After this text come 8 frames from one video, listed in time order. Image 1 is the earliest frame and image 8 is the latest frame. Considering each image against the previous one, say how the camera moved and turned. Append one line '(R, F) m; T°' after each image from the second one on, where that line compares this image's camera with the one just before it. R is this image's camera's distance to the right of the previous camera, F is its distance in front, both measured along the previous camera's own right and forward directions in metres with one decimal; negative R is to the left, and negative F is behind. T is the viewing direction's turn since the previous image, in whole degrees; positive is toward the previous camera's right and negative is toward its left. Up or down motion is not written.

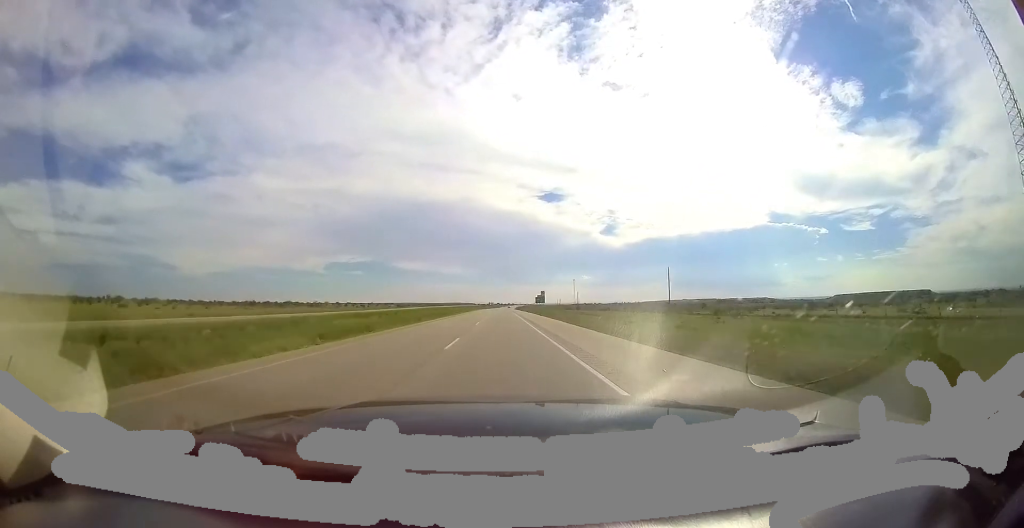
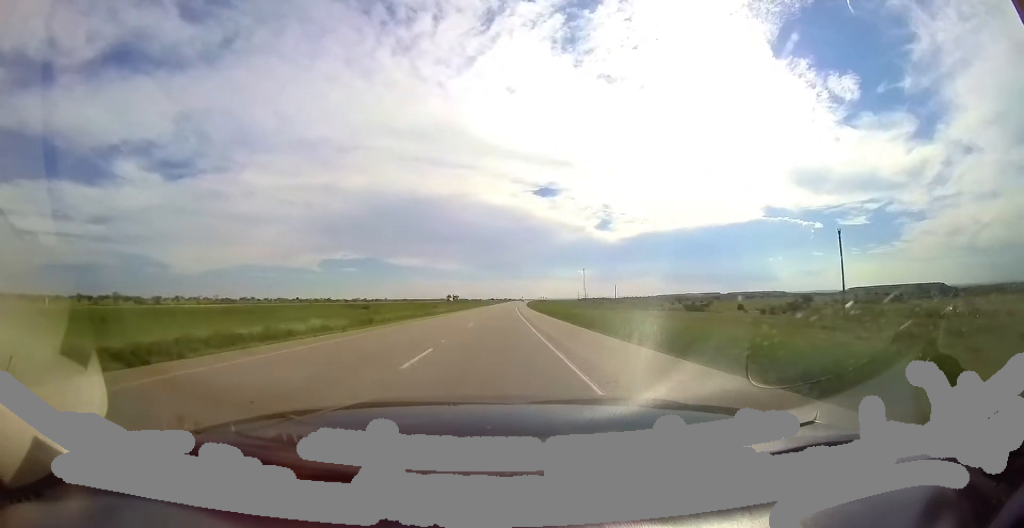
(+1.9, +125.7) m; +2°
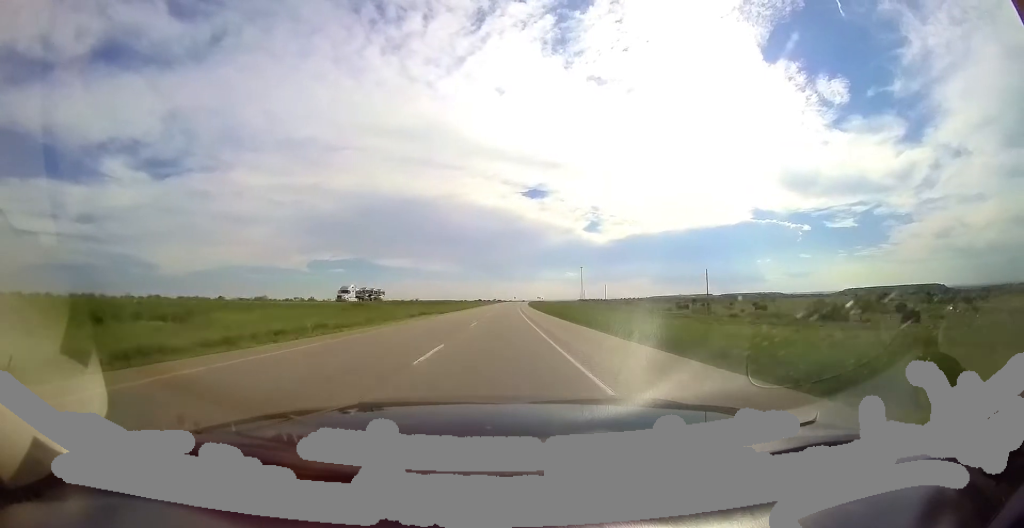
(+0.5, +60.2) m; +1°
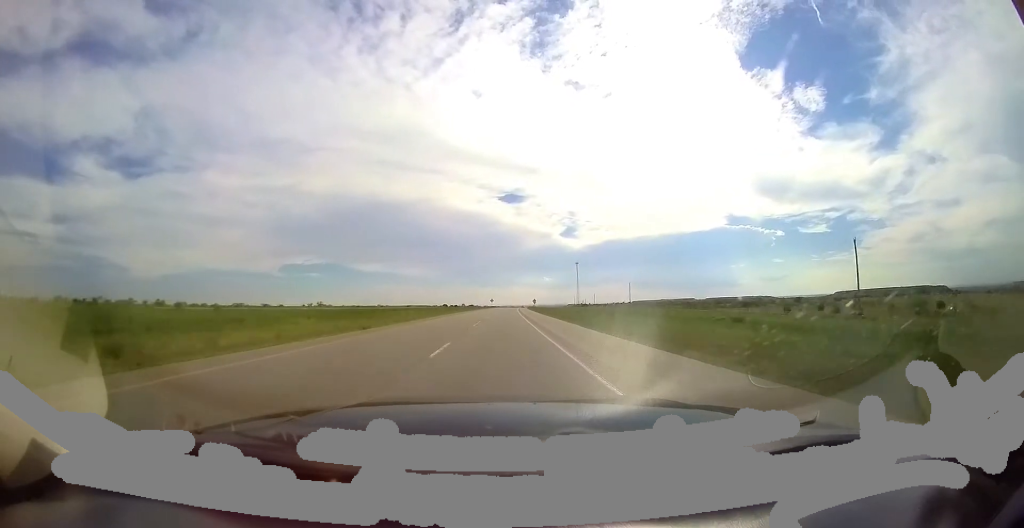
(+4.0, +120.2) m; +4°
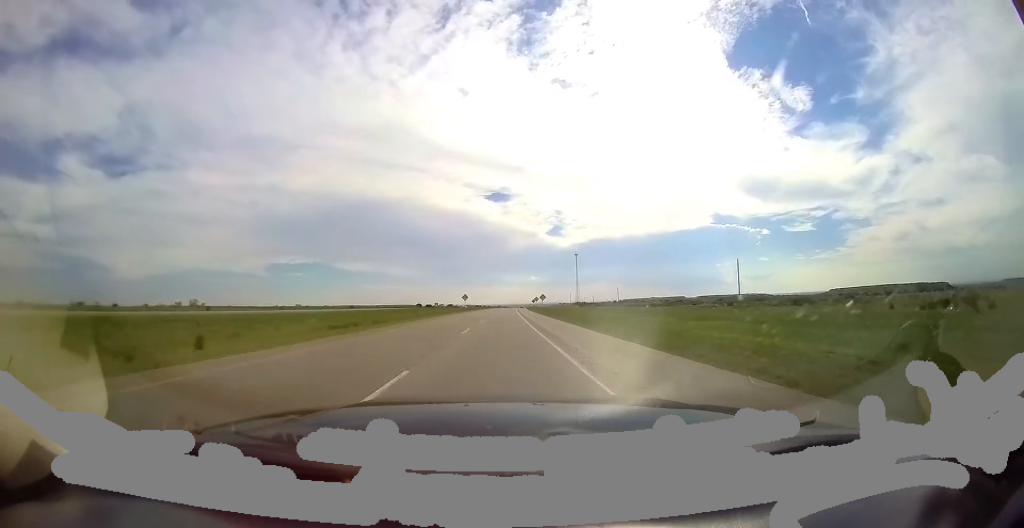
(+1.4, +65.0) m; +3°
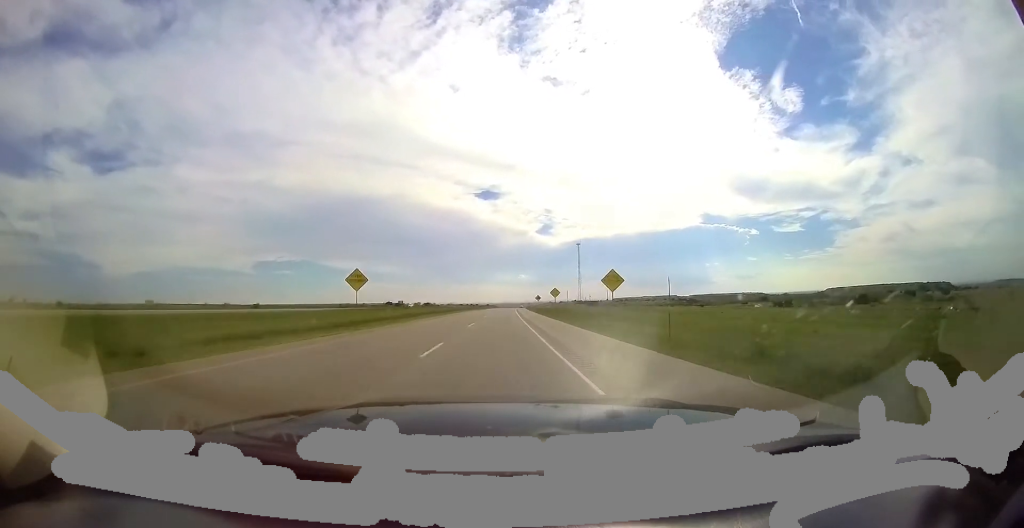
(+1.3, +55.7) m; +2°
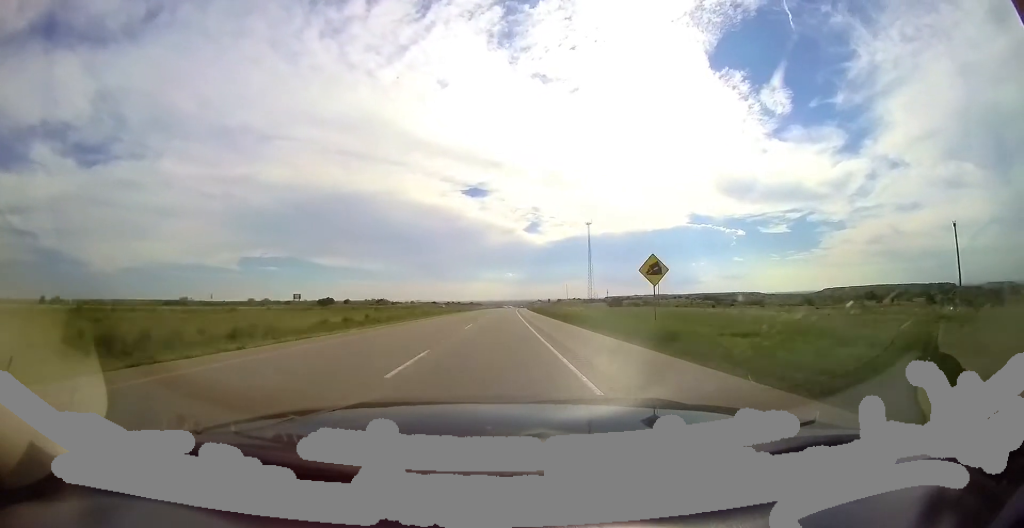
(+1.6, +75.6) m; +2°
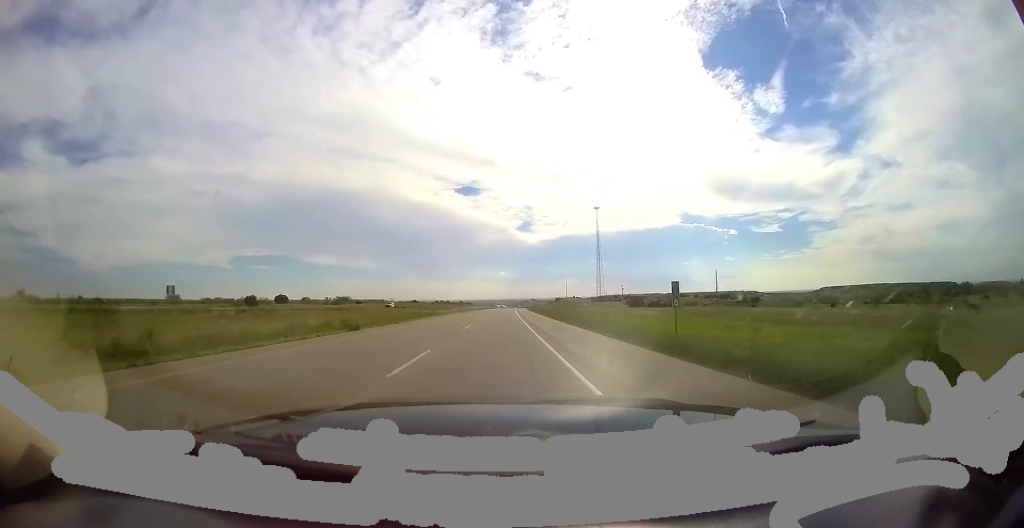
(+0.1, +36.6) m; +1°
